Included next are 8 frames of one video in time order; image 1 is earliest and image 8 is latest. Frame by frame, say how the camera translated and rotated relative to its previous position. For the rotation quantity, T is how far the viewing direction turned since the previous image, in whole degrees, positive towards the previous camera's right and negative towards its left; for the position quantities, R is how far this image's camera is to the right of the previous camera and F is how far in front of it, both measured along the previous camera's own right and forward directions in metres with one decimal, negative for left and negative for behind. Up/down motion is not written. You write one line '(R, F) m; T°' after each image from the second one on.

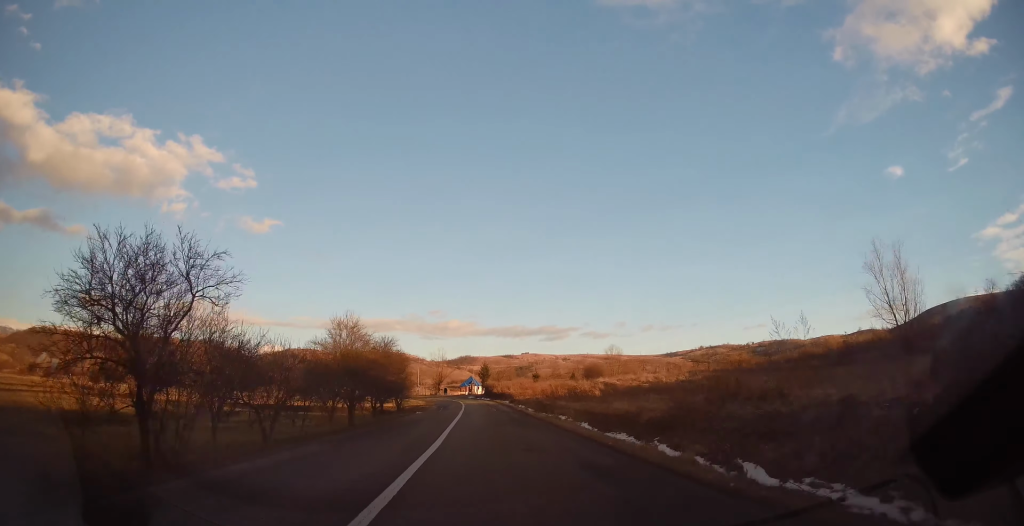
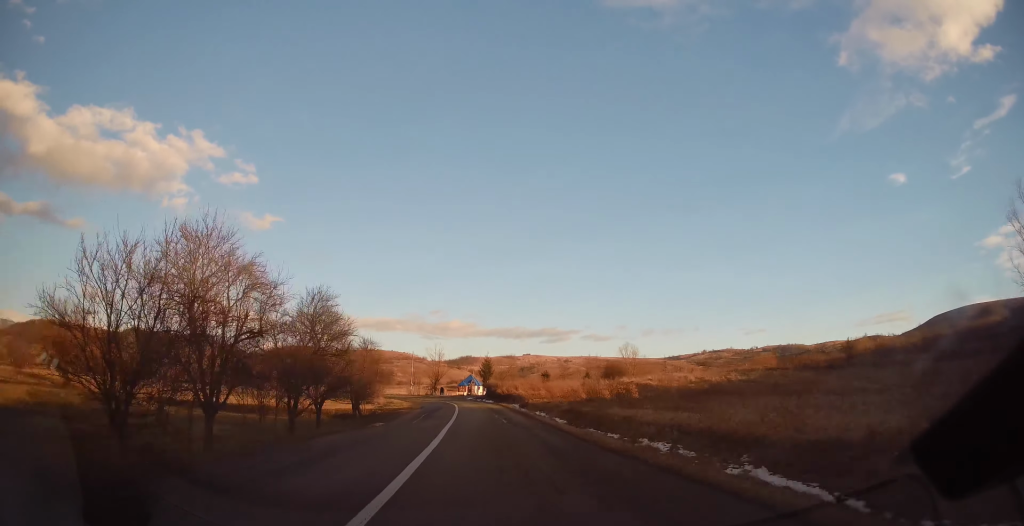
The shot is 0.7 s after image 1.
(+0.1, +15.1) m; +1°
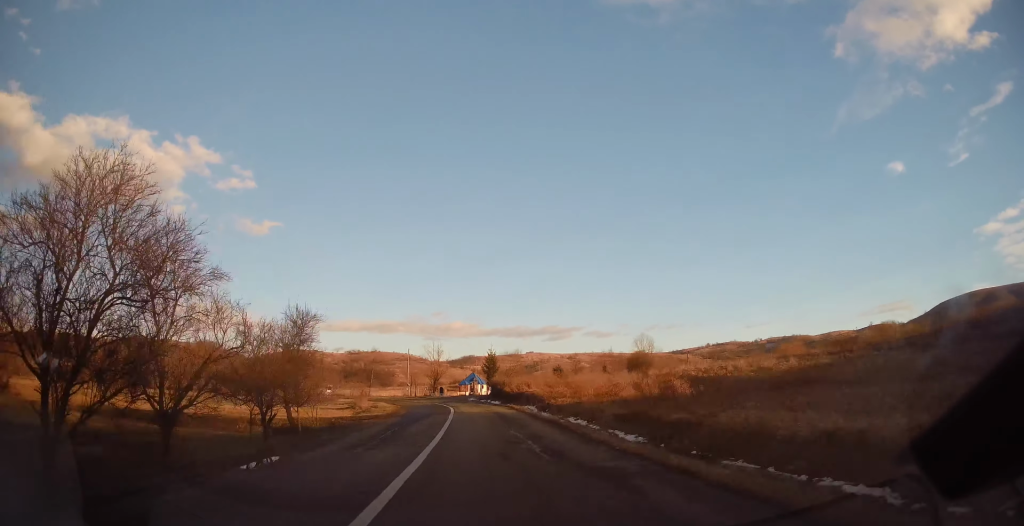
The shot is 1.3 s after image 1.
(+0.1, +11.8) m; -1°
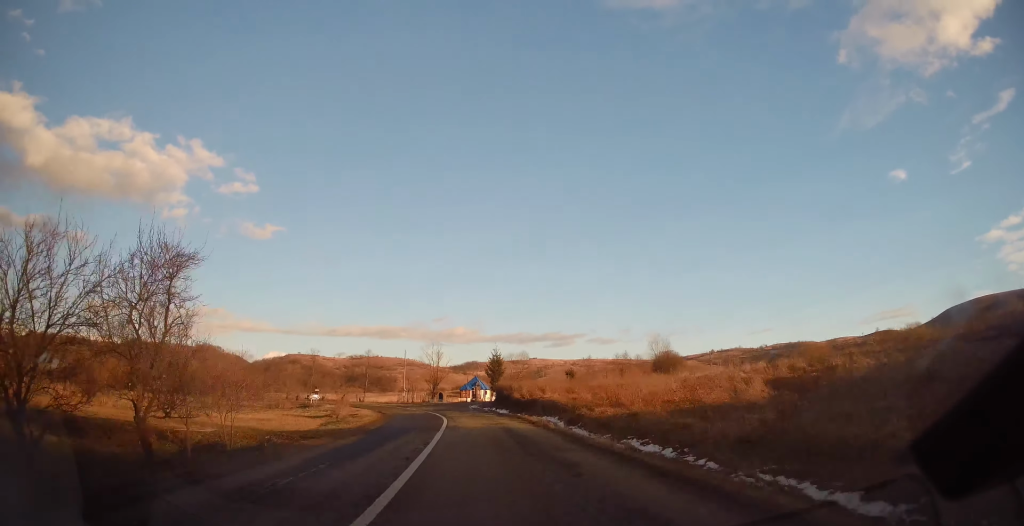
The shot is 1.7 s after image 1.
(+0.2, +9.7) m; -1°
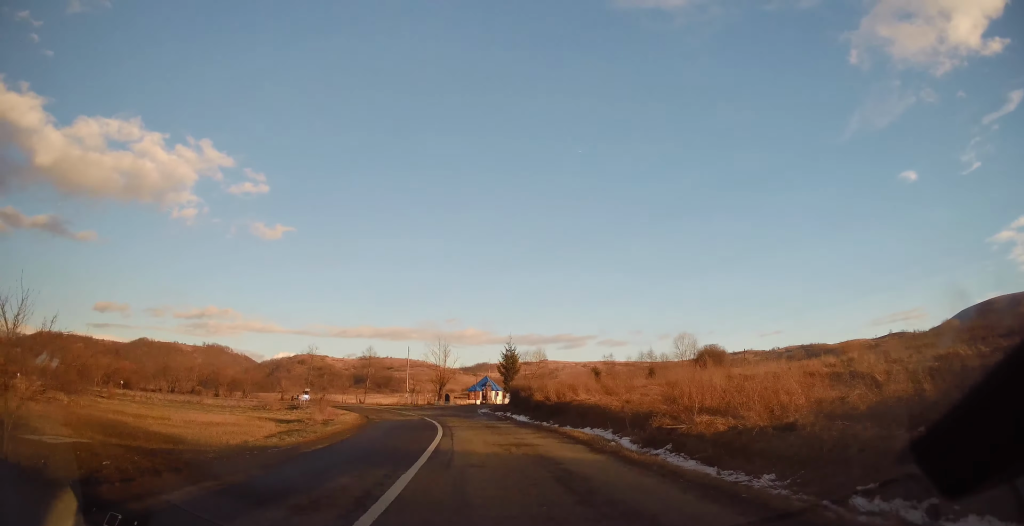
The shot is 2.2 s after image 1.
(-0.4, +10.0) m; -2°
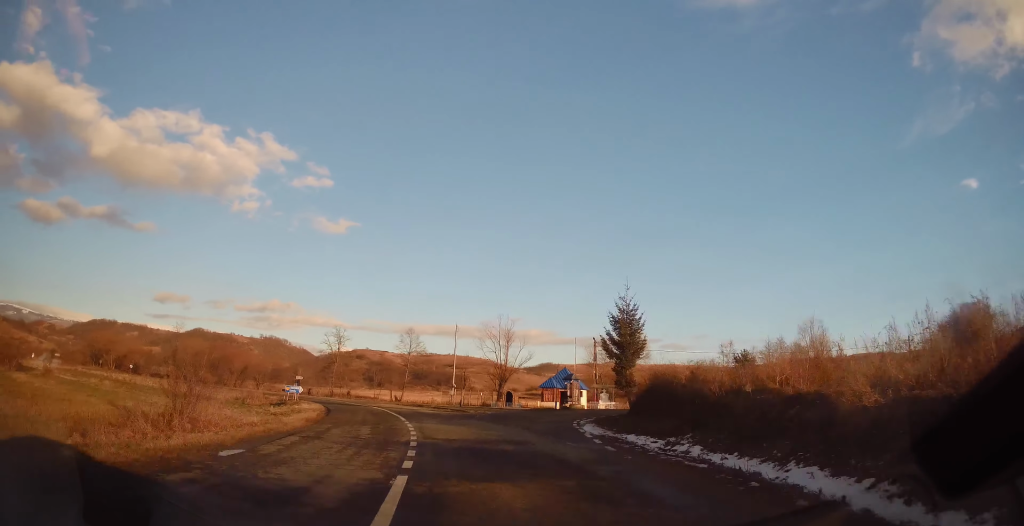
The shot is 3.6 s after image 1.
(-1.3, +26.8) m; -7°
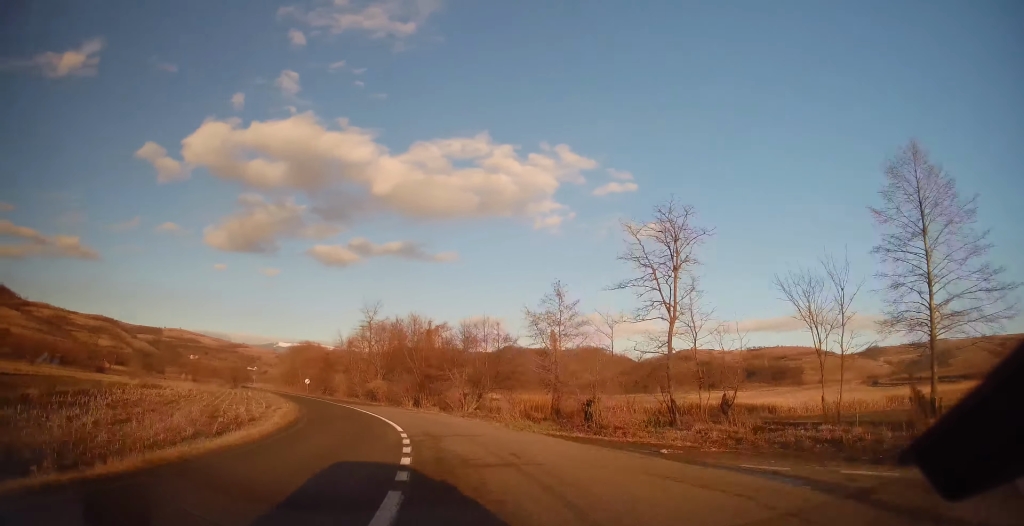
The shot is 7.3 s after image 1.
(-18.9, +64.5) m; -35°
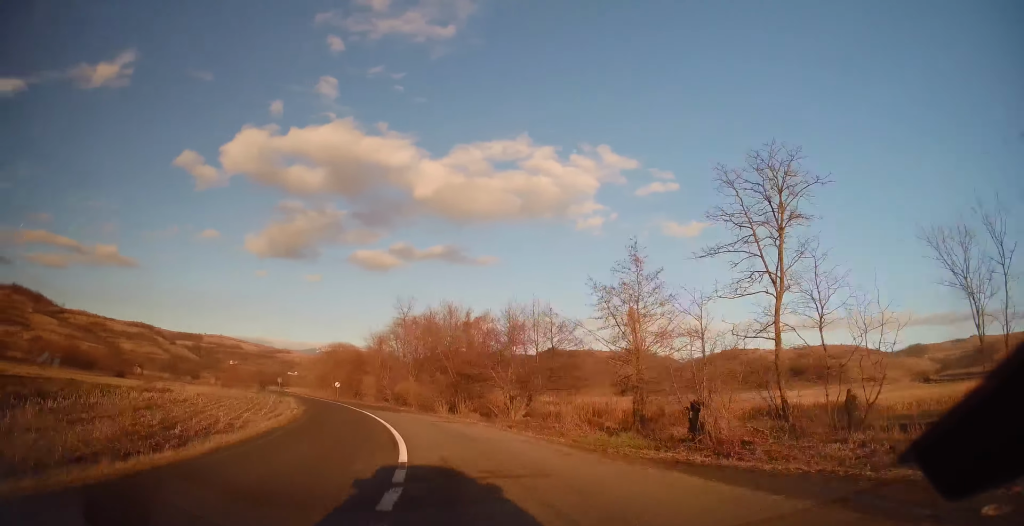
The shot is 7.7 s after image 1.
(-0.2, +8.0) m; -5°
